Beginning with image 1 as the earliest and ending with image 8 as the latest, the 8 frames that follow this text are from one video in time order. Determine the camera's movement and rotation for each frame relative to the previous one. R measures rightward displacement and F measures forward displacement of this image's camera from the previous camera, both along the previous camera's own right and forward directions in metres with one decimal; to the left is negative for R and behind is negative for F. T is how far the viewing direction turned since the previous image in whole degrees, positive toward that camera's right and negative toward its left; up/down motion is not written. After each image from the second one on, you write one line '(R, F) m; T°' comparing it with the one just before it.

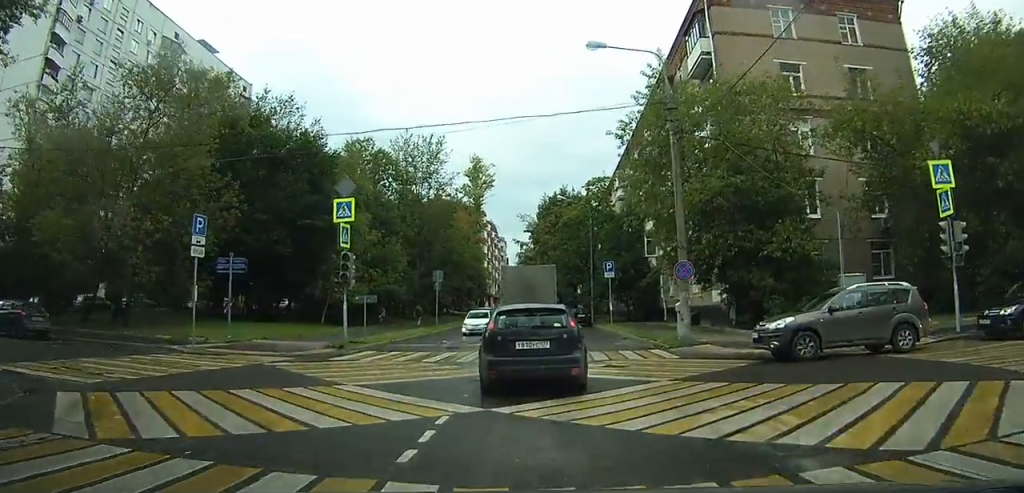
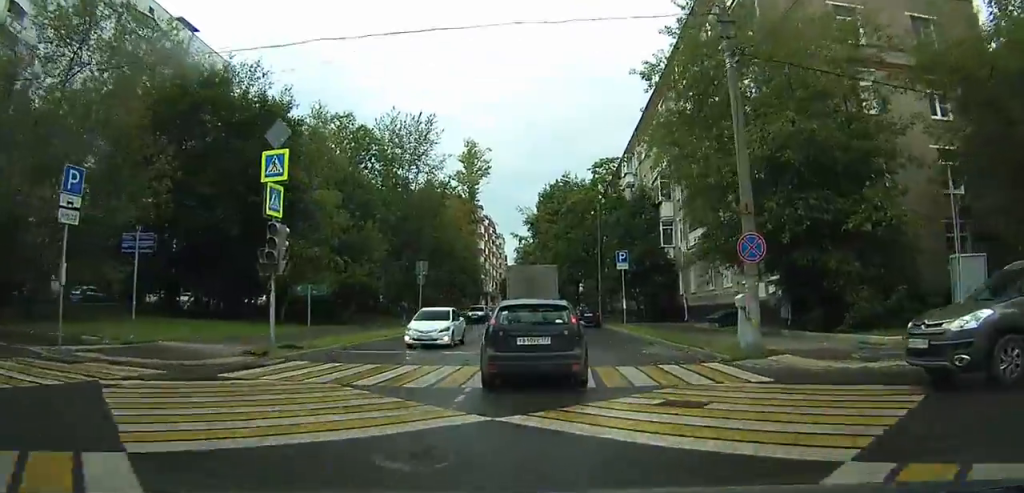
(+0.1, +7.2) m; 0°
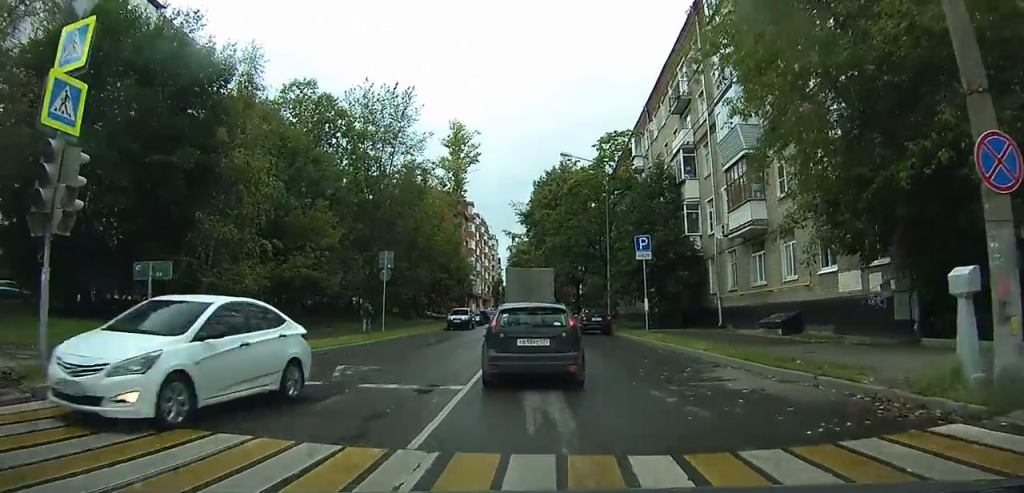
(-0.1, +9.1) m; -1°
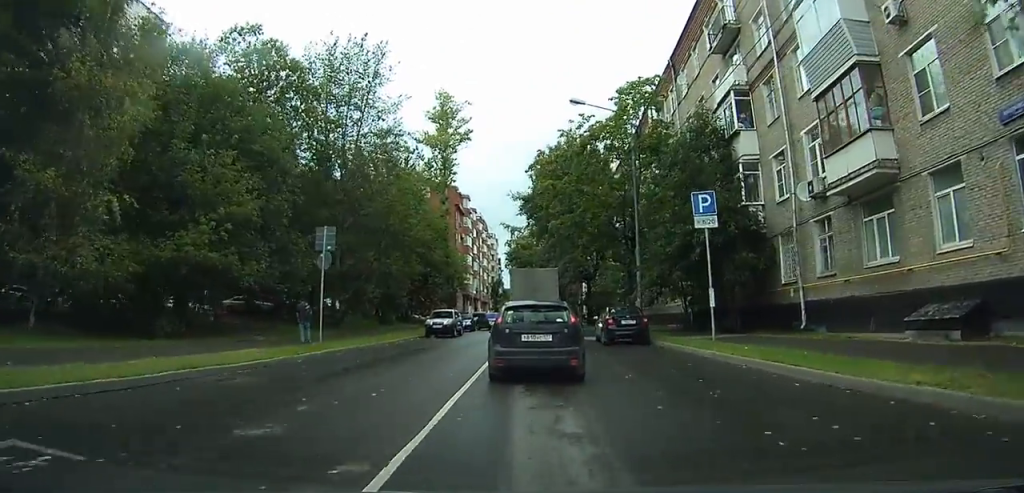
(-0.1, +10.0) m; -2°
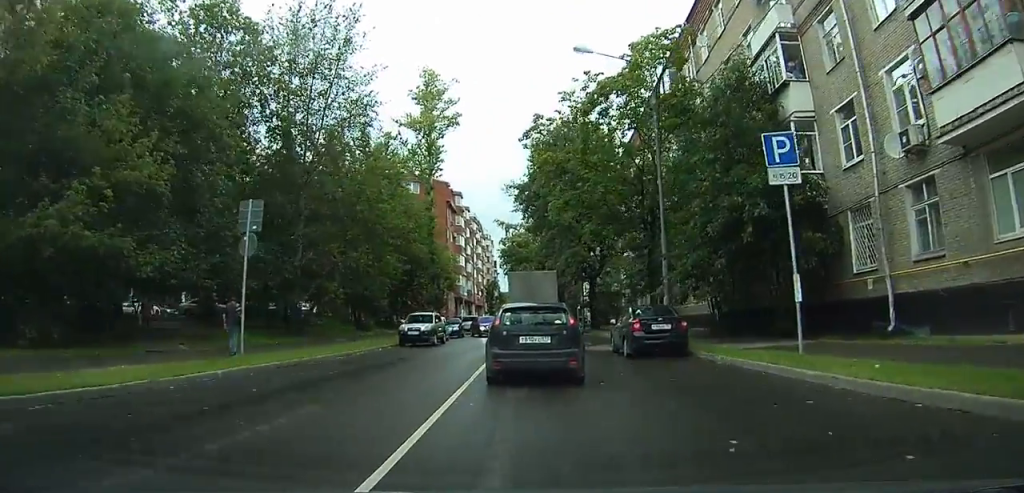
(-0.2, +5.9) m; -1°
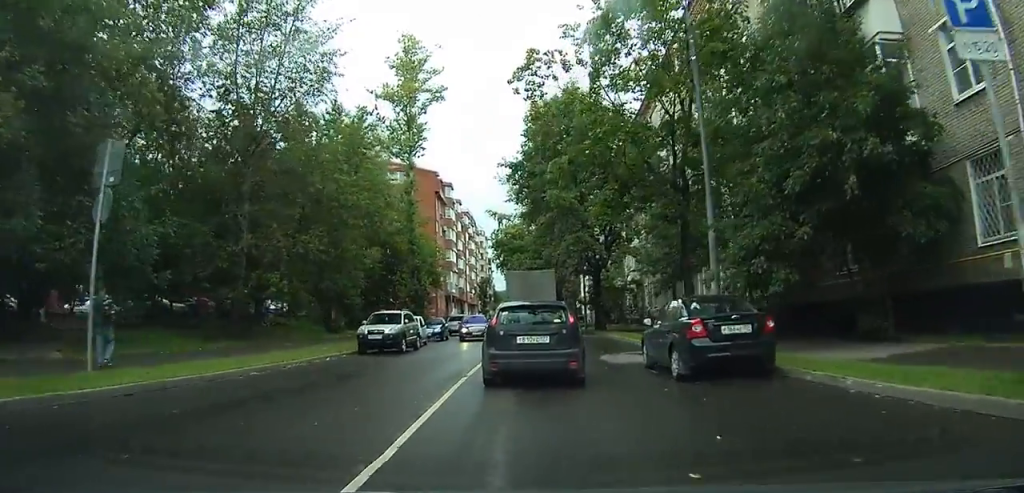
(-0.1, +5.9) m; -1°
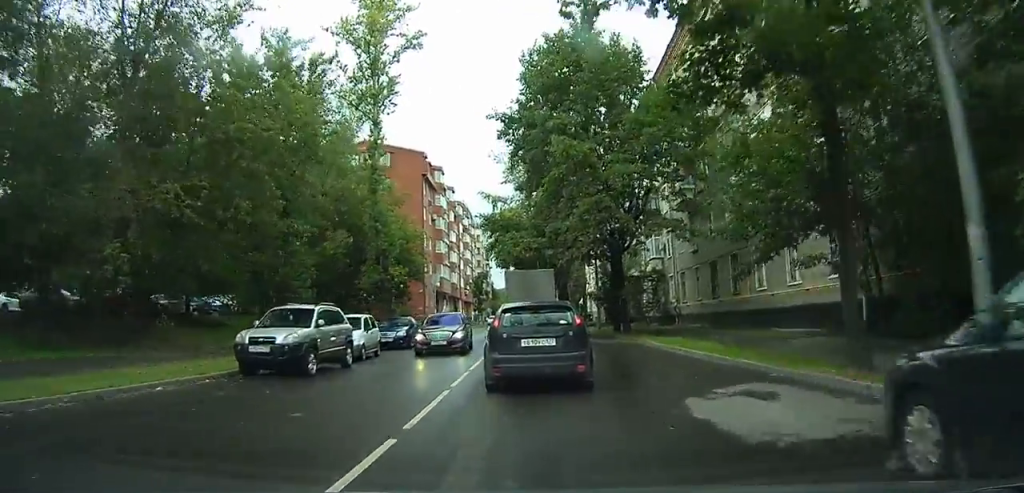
(-0.1, +9.3) m; -1°
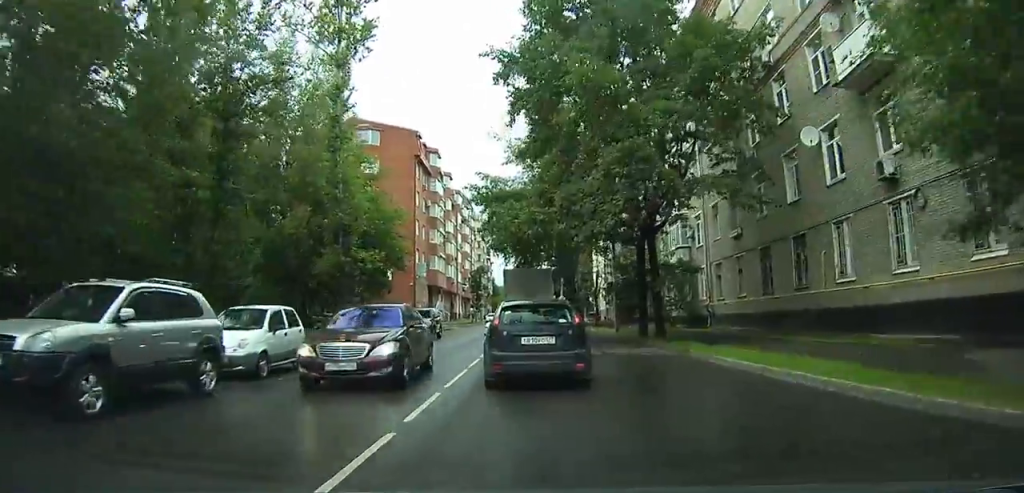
(-0.1, +7.4) m; -1°
